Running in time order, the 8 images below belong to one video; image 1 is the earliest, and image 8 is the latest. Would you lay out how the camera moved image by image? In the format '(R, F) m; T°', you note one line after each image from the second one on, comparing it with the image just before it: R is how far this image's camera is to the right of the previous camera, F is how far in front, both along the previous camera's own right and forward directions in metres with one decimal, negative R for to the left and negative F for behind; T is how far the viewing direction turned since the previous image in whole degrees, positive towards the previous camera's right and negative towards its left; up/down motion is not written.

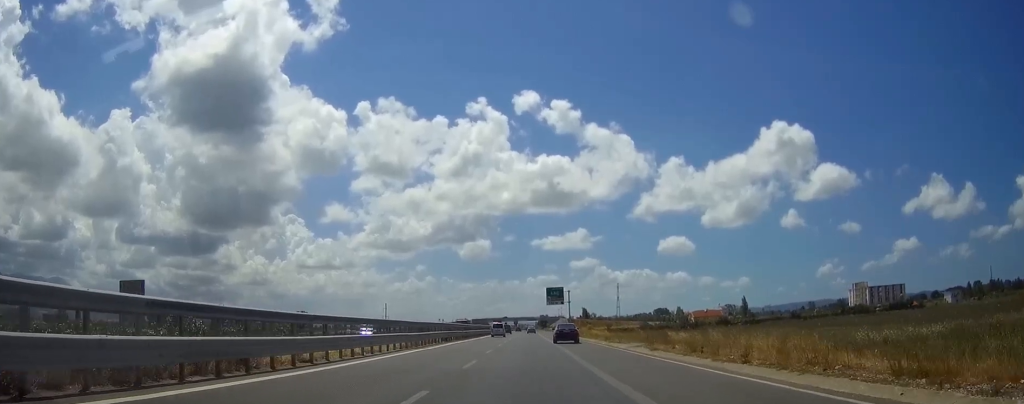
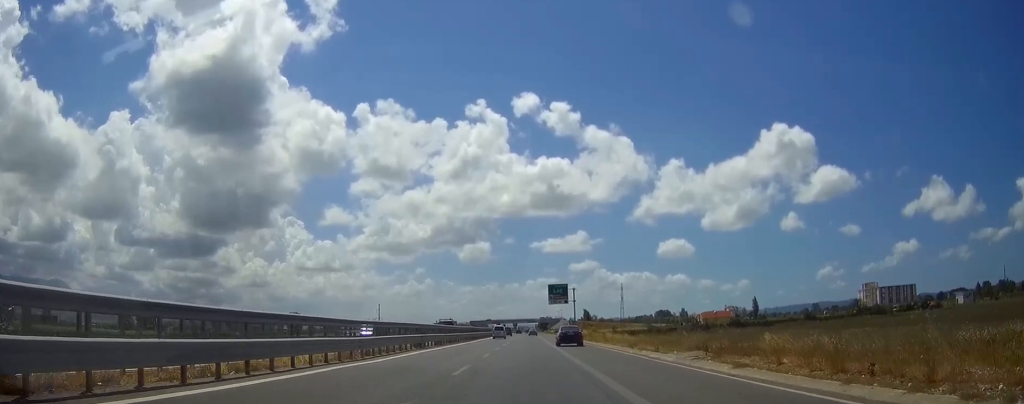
(0.0, +14.0) m; 0°
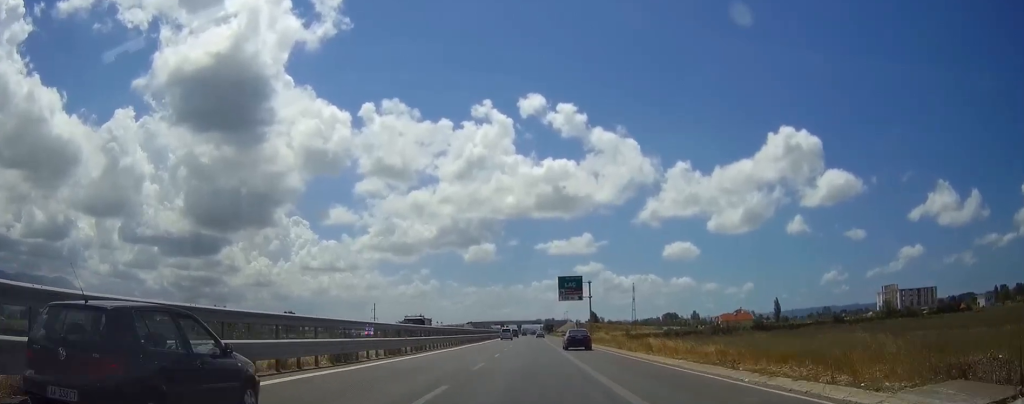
(0.0, +19.0) m; 0°
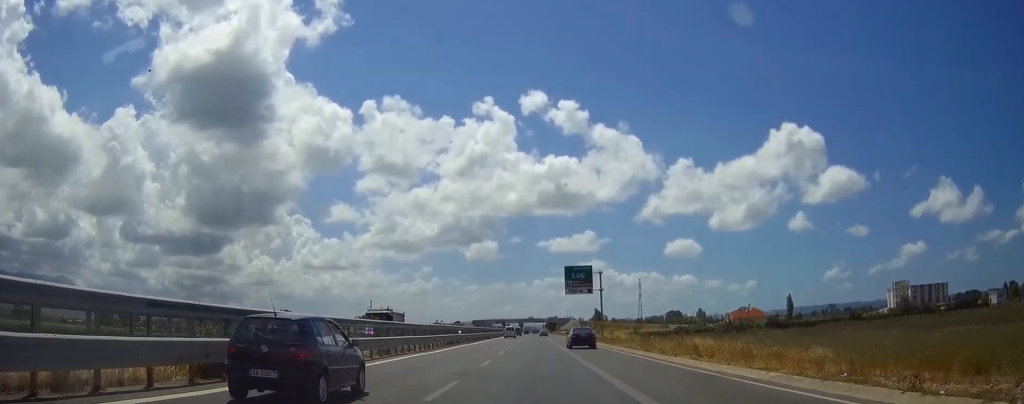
(0.0, +10.3) m; 0°
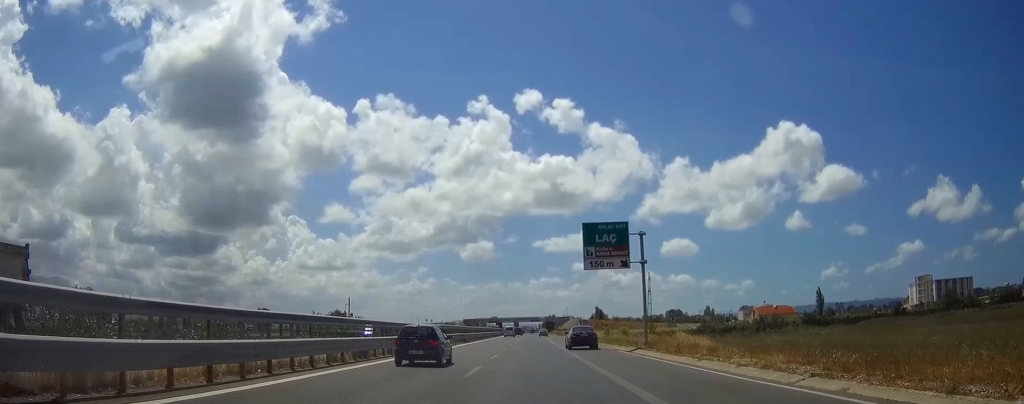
(0.0, +27.5) m; 0°
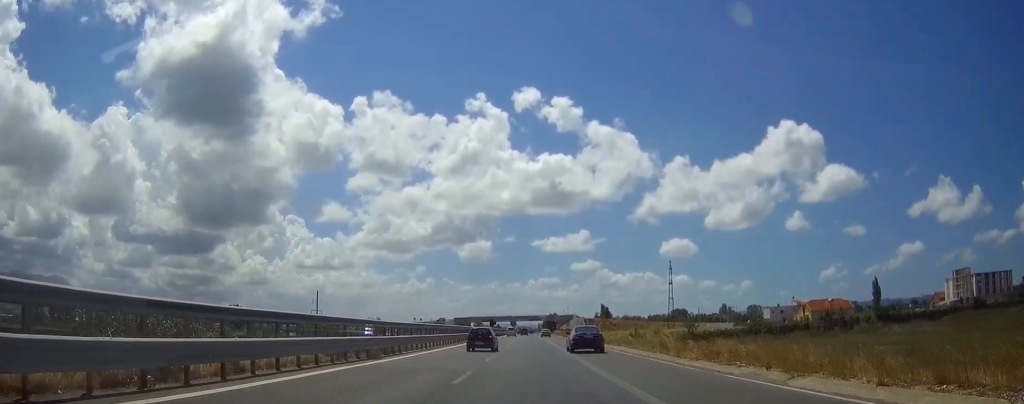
(0.0, +40.4) m; 0°
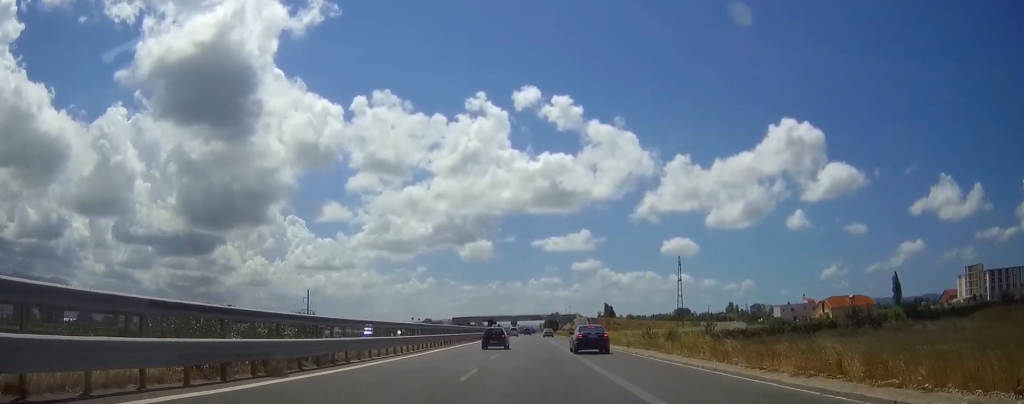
(0.0, +11.3) m; 0°
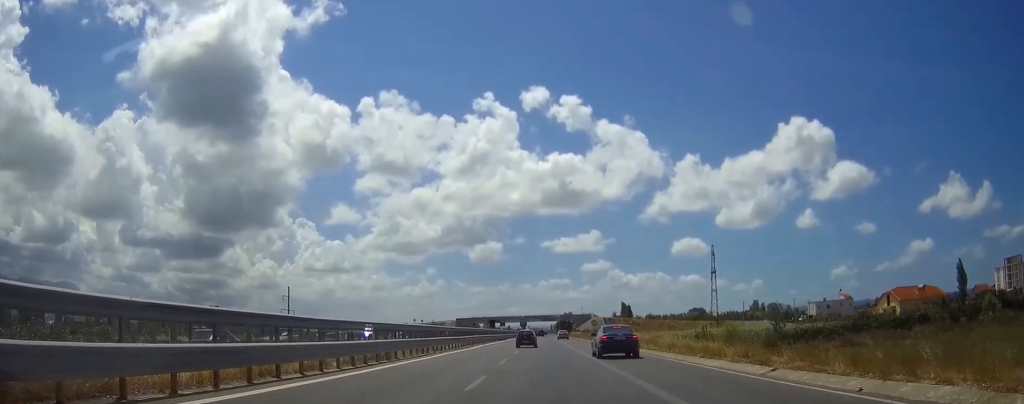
(0.0, +27.1) m; 0°
